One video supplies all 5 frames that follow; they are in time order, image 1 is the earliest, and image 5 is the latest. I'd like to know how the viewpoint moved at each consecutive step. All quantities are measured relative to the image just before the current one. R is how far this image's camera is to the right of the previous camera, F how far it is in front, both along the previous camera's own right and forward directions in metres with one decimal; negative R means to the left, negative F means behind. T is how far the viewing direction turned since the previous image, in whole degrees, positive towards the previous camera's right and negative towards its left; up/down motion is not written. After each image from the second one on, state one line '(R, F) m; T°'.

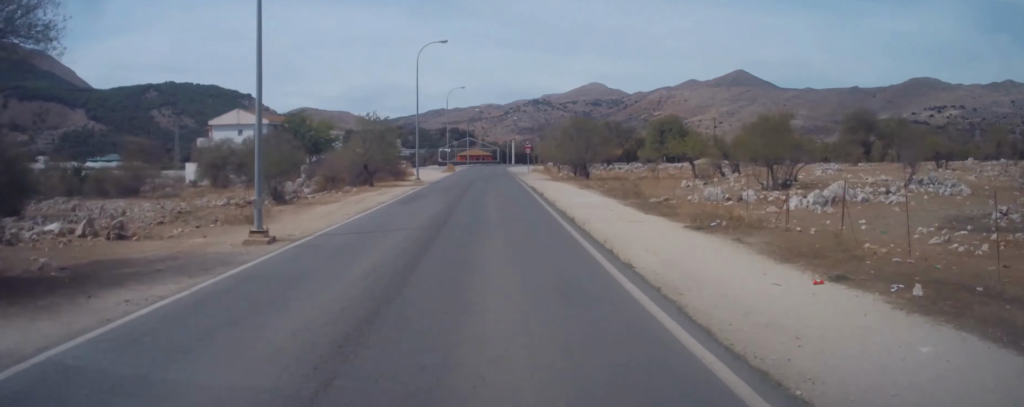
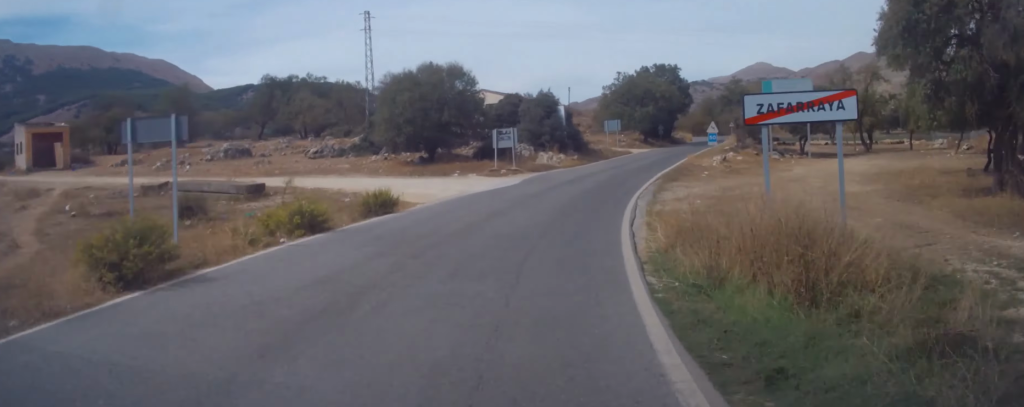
(+34.9, +302.3) m; -17°
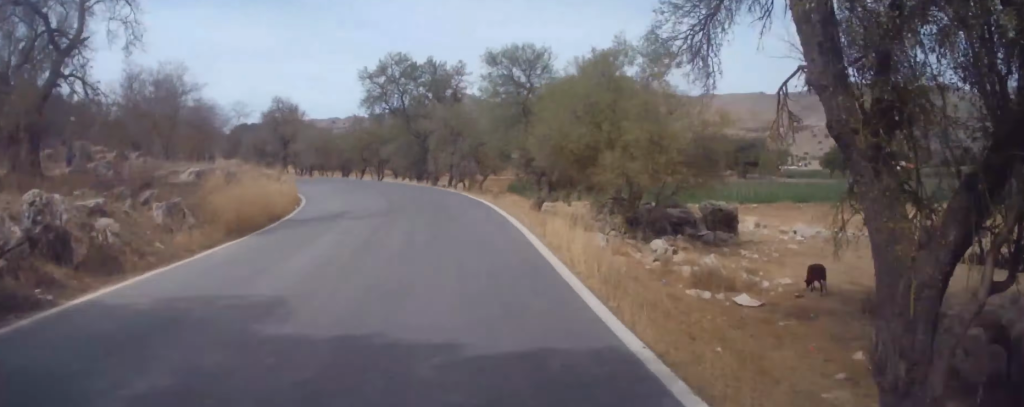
(+8.3, +95.8) m; -4°
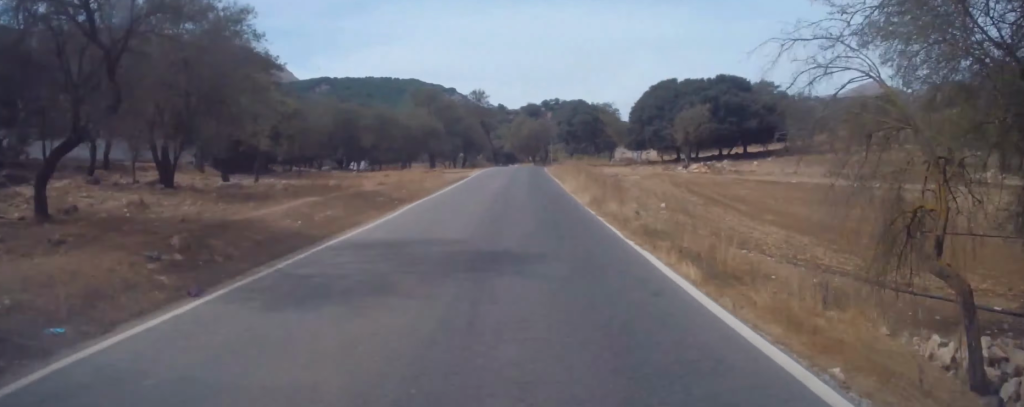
(-15.6, +89.9) m; -3°
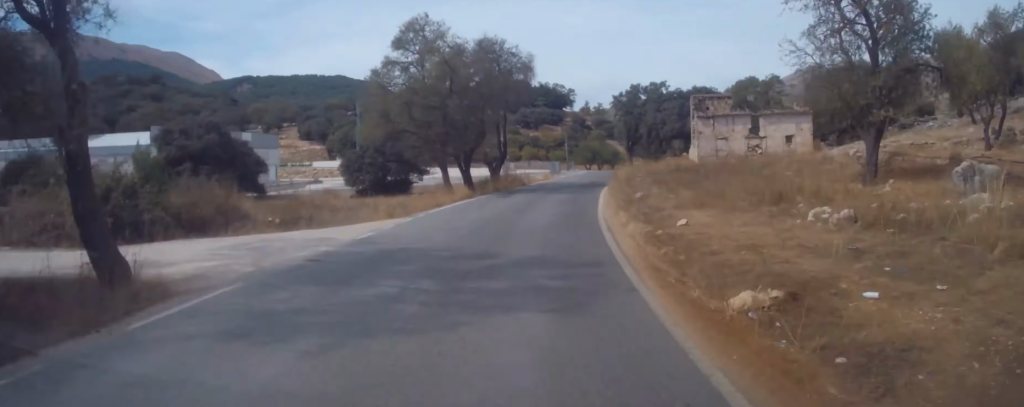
(+5.7, +76.2) m; +10°
